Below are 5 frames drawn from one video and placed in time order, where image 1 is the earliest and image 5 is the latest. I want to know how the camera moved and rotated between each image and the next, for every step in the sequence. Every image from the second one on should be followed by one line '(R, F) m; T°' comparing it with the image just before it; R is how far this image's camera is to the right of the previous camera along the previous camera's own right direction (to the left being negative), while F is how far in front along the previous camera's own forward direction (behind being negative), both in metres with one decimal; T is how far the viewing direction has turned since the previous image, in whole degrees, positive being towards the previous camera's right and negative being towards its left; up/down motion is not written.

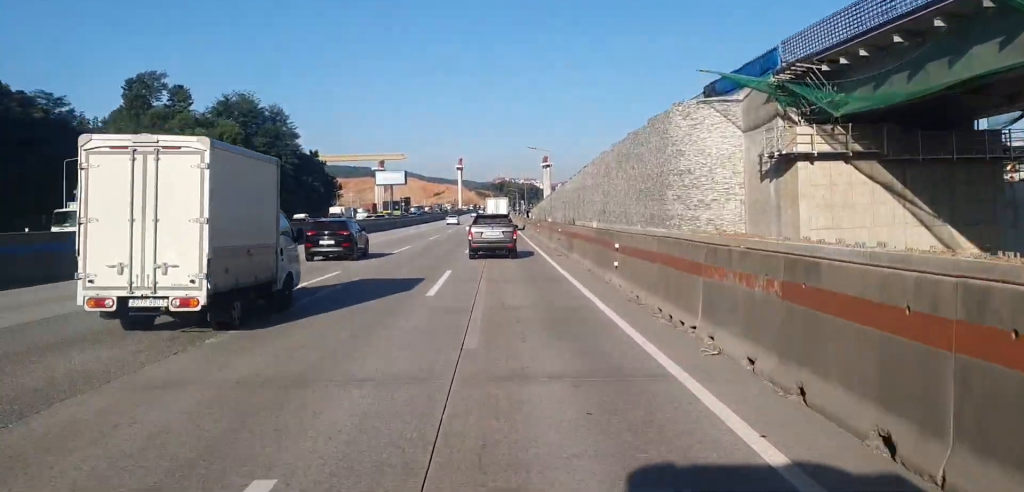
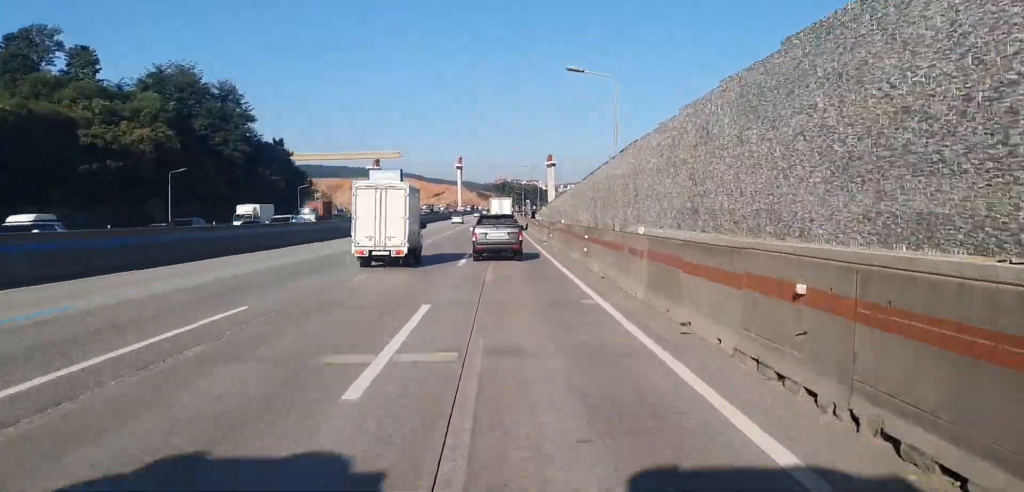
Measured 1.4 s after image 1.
(+0.4, +28.9) m; 0°
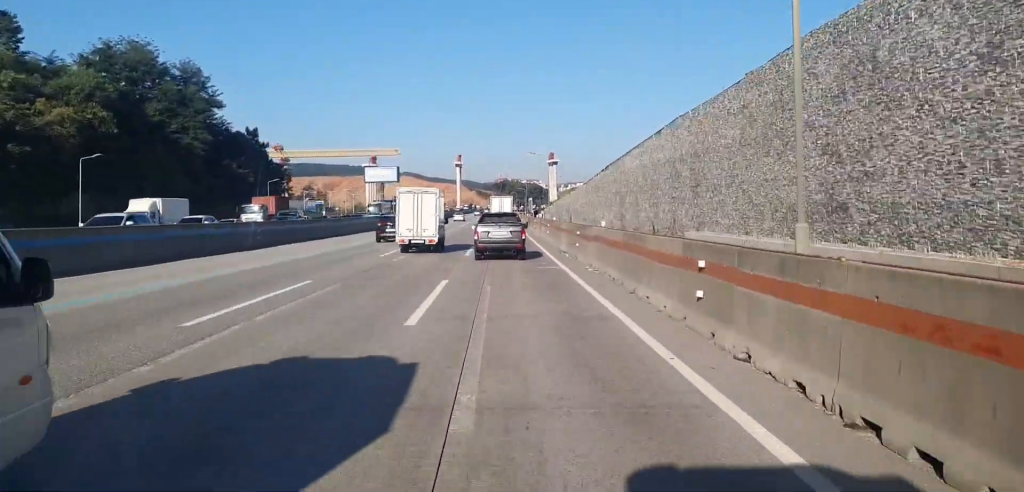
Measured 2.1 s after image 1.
(-0.3, +14.3) m; -1°
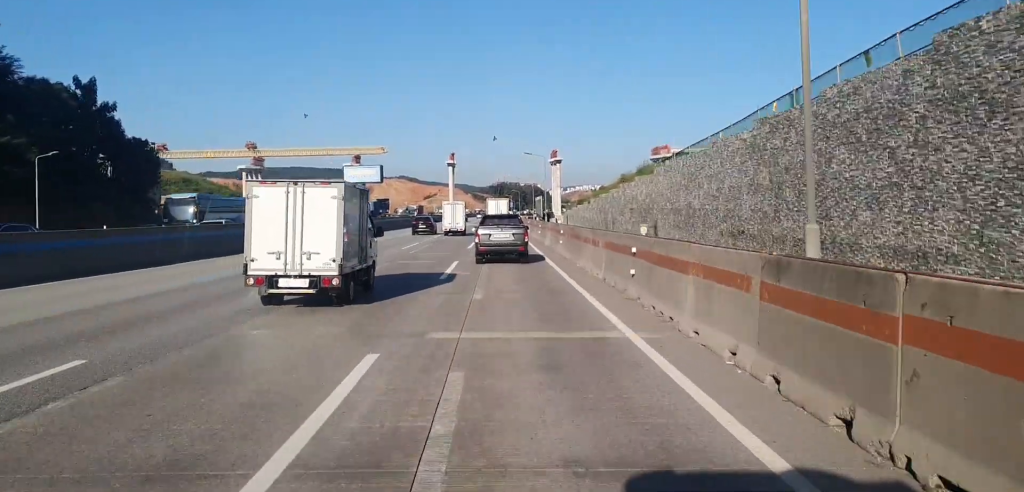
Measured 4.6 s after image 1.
(-0.1, +49.2) m; +1°
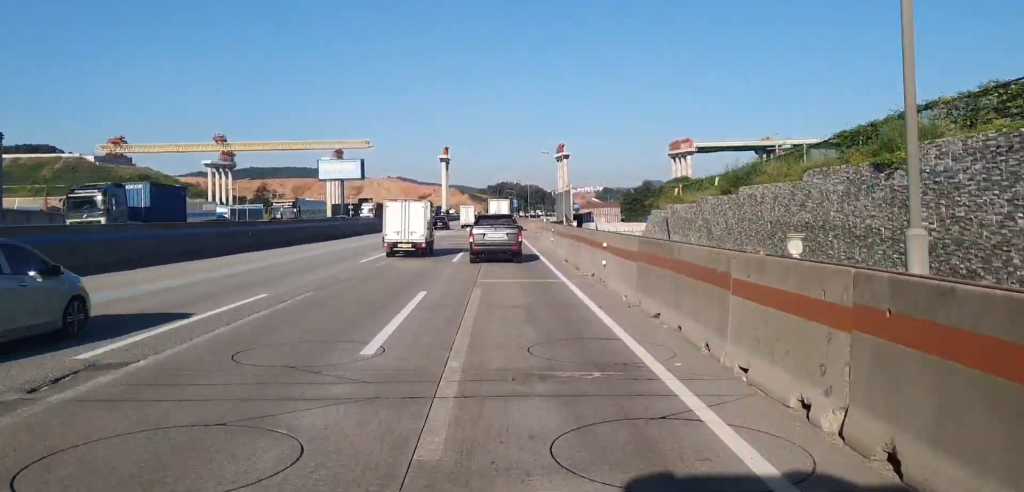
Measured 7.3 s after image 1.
(+0.4, +50.8) m; +1°
